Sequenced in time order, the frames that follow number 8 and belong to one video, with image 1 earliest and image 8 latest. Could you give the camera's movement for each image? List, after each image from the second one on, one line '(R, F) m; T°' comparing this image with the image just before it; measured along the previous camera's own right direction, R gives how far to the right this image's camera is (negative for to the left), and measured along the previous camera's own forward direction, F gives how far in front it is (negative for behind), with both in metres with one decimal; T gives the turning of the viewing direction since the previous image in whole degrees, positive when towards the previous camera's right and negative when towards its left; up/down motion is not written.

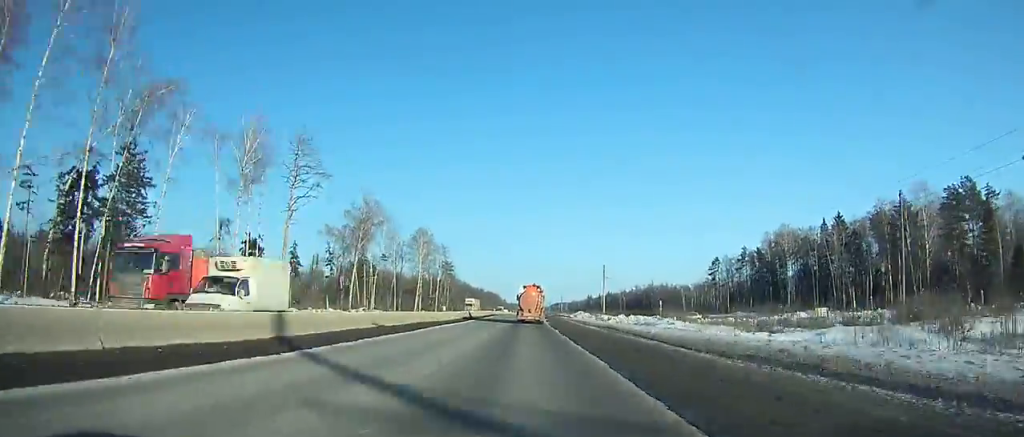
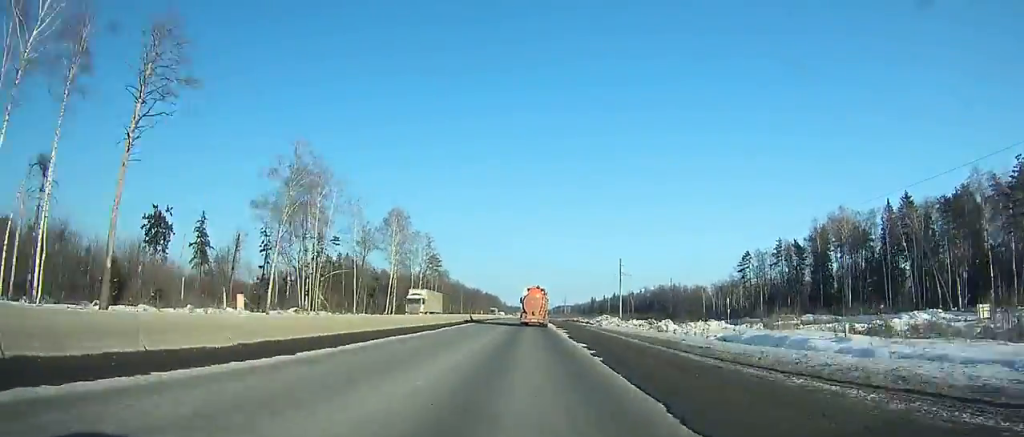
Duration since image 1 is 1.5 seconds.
(-0.1, +36.3) m; 0°
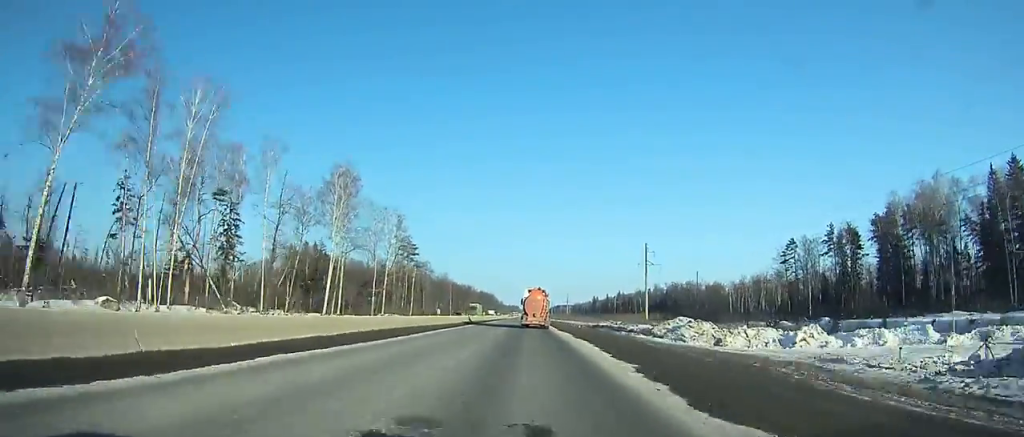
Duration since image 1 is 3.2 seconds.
(0.0, +41.1) m; 0°
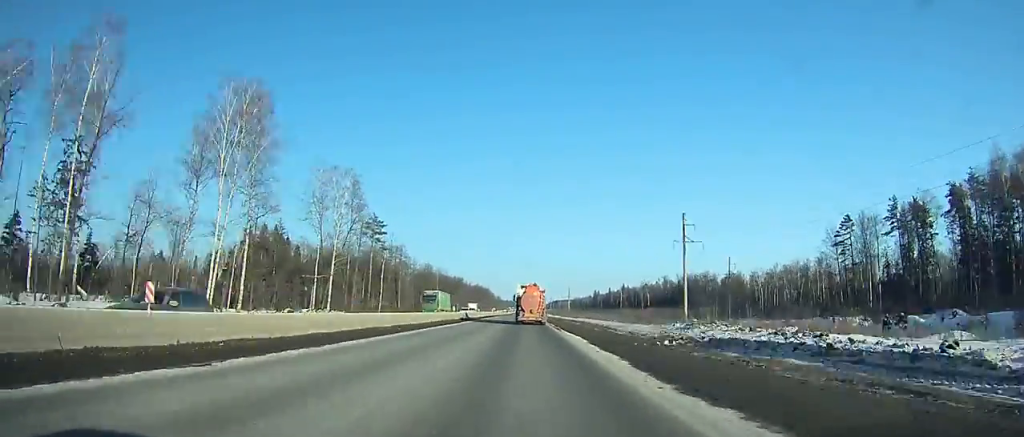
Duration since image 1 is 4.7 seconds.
(0.0, +36.8) m; 0°
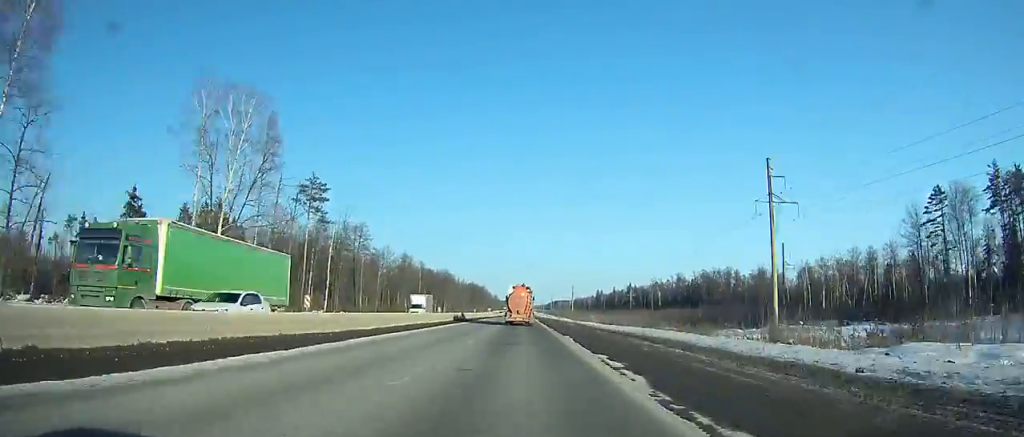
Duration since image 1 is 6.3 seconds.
(0.0, +41.2) m; 0°
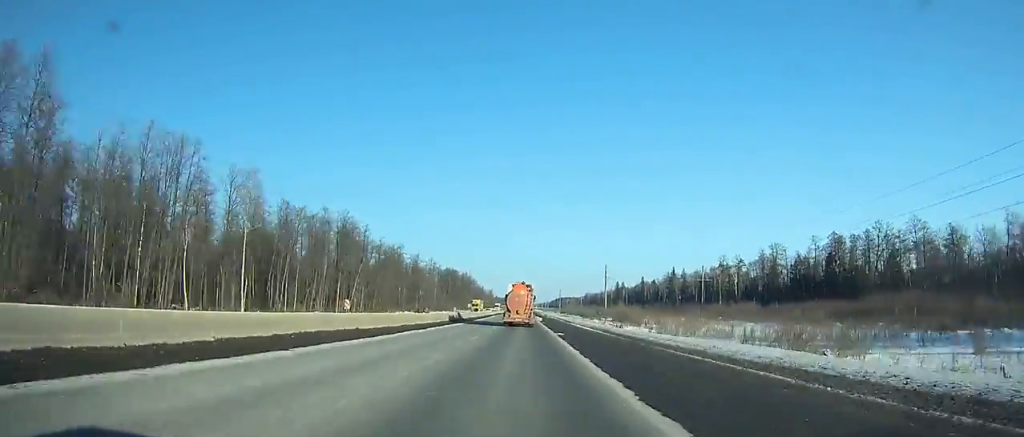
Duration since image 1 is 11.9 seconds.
(-0.1, +145.3) m; 0°
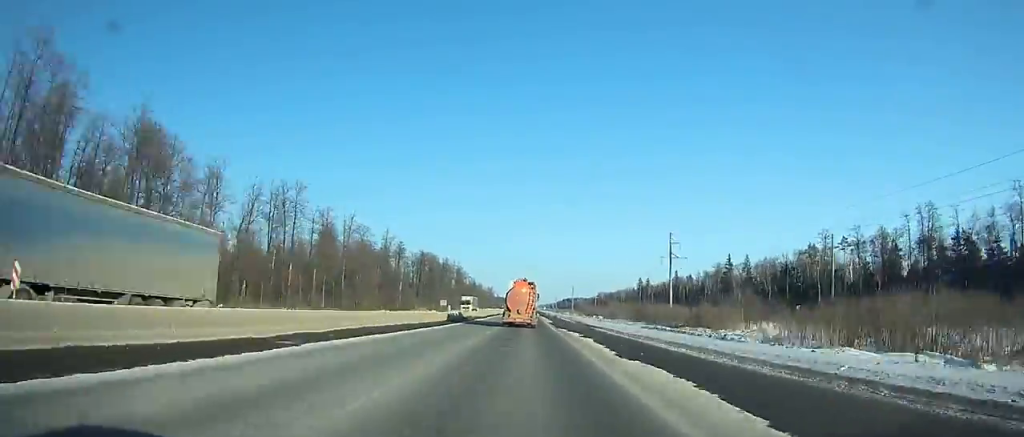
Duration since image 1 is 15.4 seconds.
(-0.1, +89.9) m; 0°
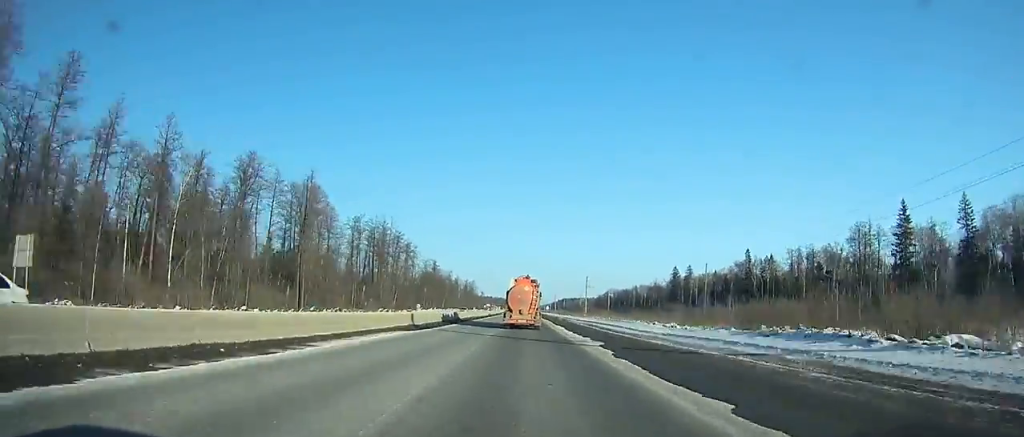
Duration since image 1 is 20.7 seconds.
(+0.3, +133.0) m; 0°
